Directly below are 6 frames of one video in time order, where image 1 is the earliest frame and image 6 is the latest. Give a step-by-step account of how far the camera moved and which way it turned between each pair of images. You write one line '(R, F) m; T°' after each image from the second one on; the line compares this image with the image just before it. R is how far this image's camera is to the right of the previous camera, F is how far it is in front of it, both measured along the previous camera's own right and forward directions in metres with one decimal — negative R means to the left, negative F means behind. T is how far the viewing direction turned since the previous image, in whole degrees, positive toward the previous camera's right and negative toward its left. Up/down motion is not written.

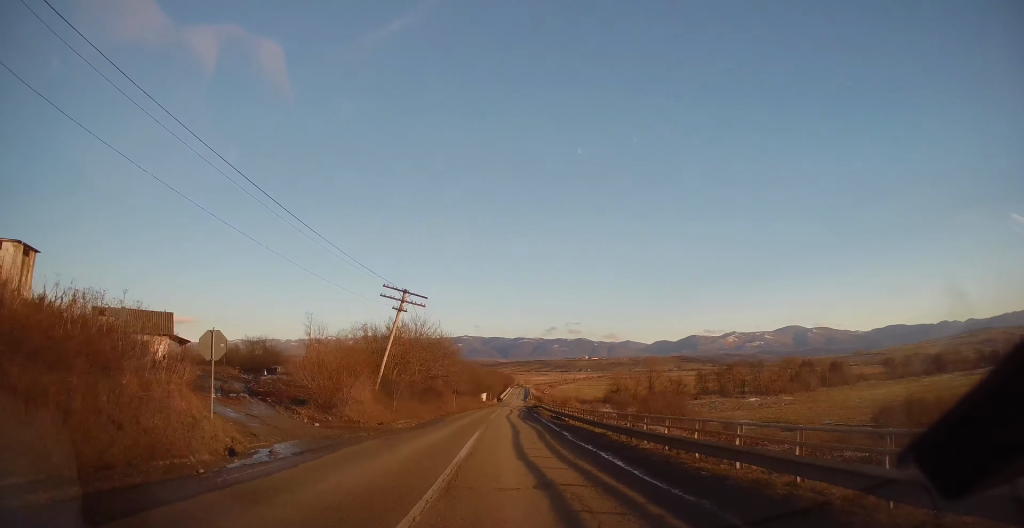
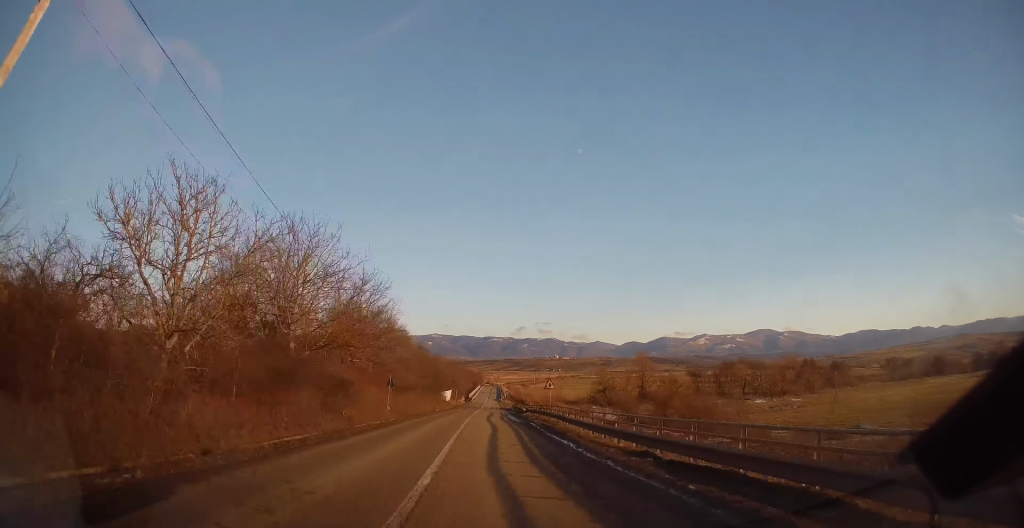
(+1.0, +29.4) m; +3°
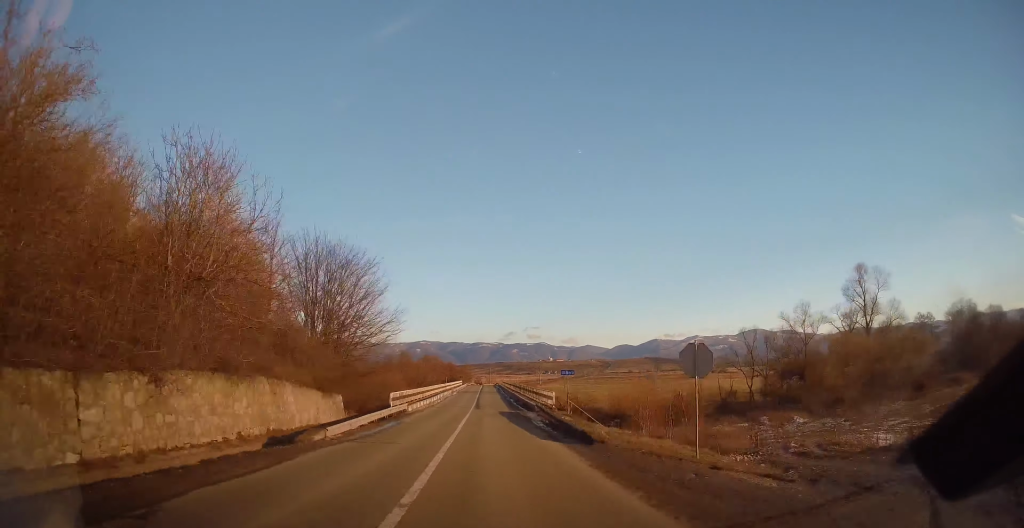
(+2.2, +120.8) m; +1°
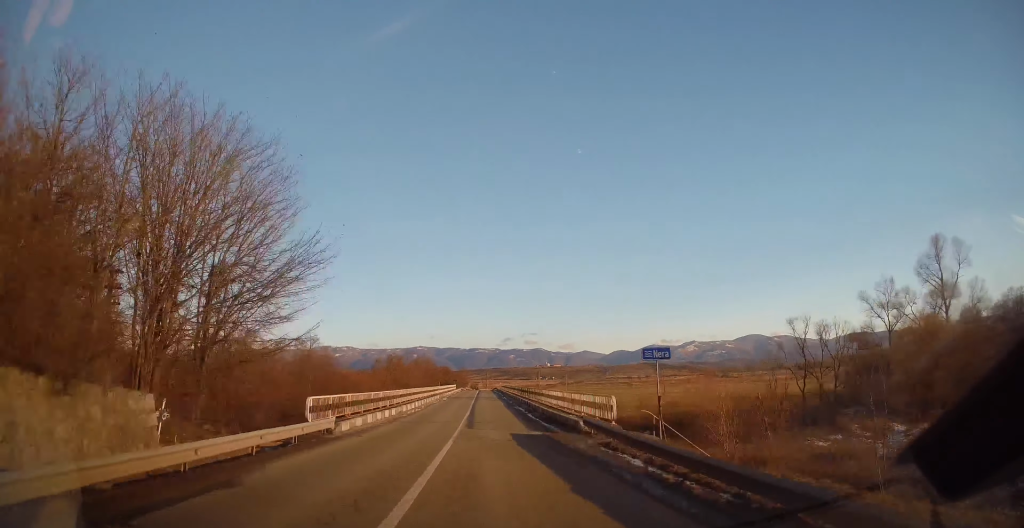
(+0.2, +16.3) m; 0°
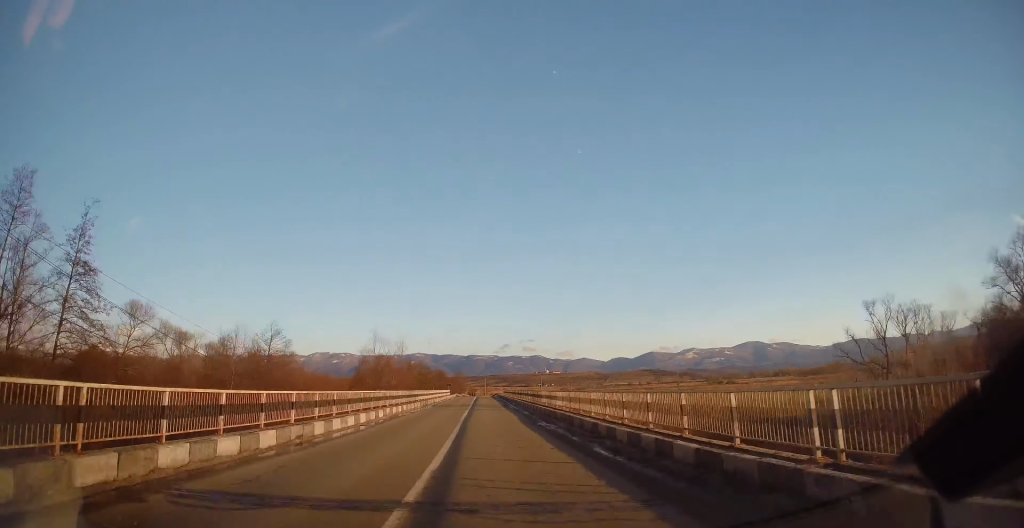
(-0.1, +17.2) m; 0°
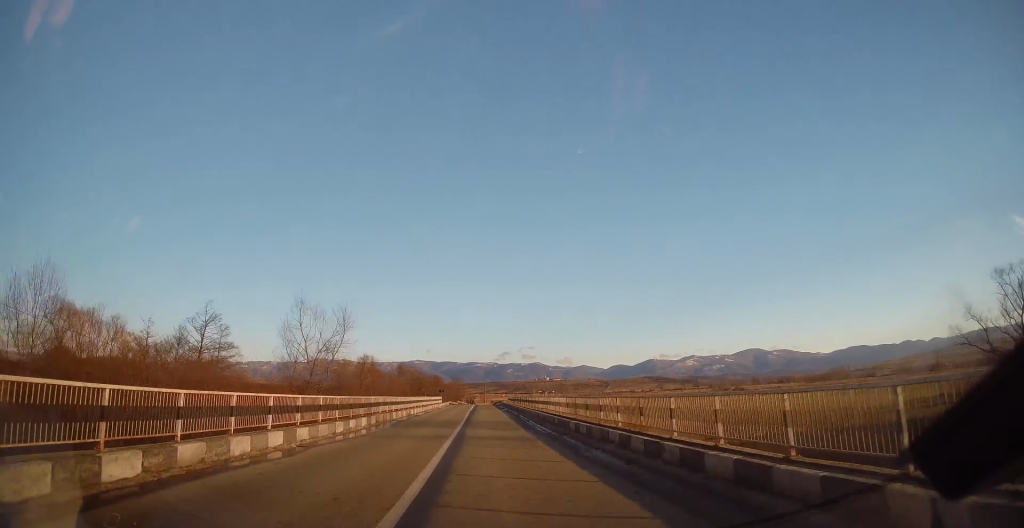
(-0.1, +19.1) m; 0°
